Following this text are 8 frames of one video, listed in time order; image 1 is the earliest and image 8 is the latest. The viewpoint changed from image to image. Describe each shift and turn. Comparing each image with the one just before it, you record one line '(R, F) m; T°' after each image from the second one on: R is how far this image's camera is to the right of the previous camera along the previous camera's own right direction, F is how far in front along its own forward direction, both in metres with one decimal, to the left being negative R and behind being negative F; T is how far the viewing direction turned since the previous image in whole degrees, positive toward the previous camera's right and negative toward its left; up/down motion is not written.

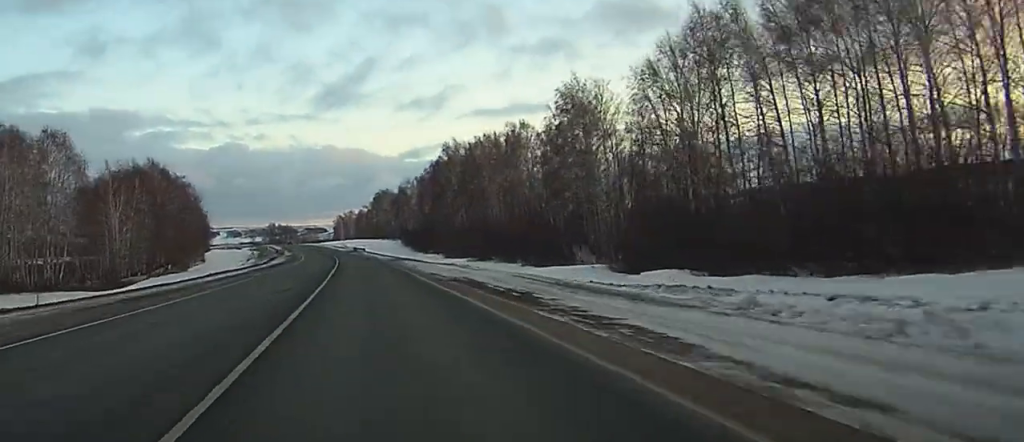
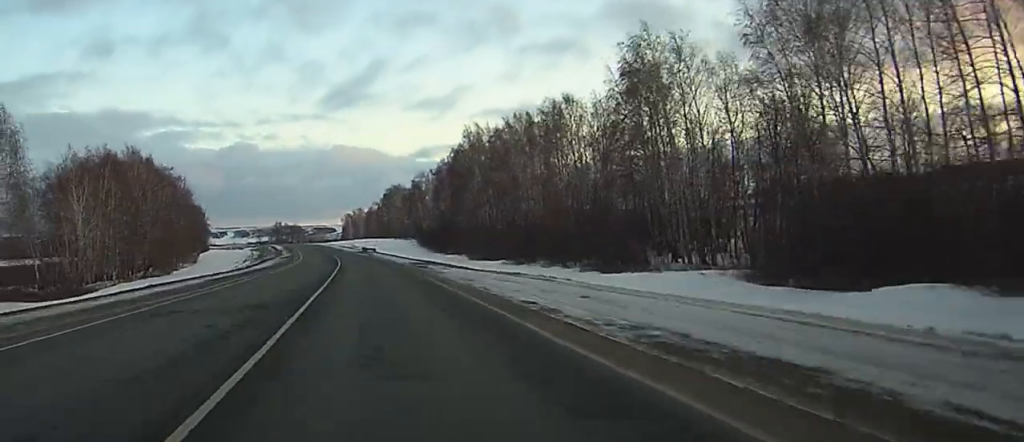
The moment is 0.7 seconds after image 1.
(-0.1, +23.0) m; +2°
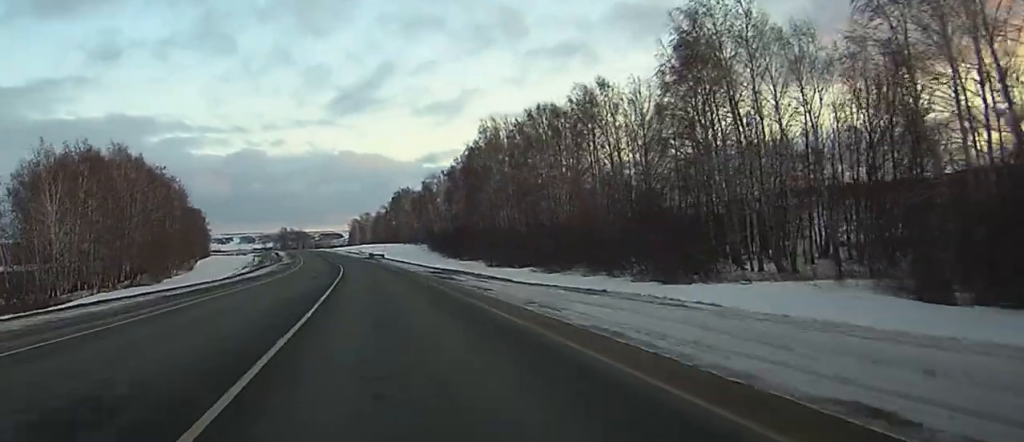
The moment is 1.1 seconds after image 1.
(+0.6, +13.1) m; 0°
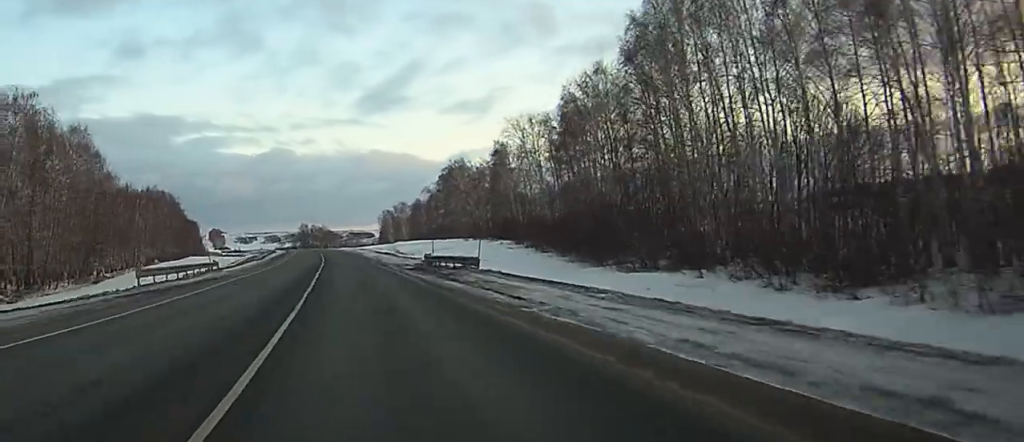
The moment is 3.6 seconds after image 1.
(-0.5, +79.9) m; 0°
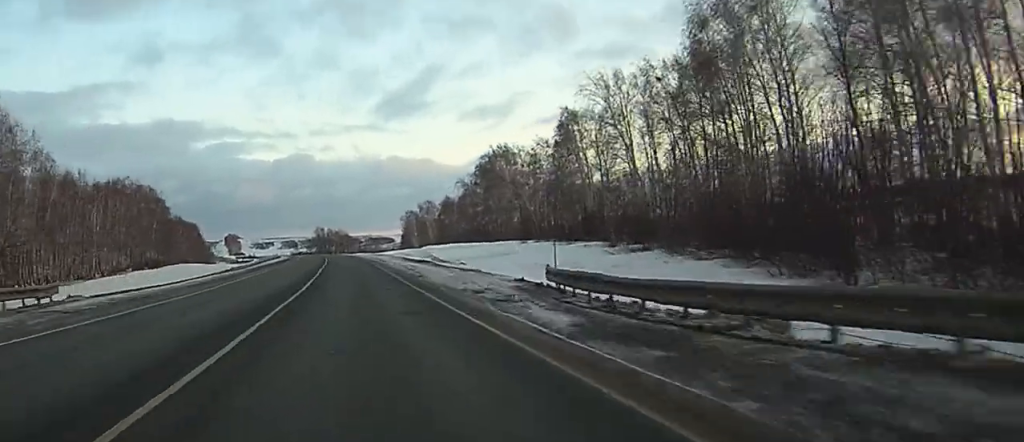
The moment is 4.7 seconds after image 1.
(+0.2, +35.7) m; -2°
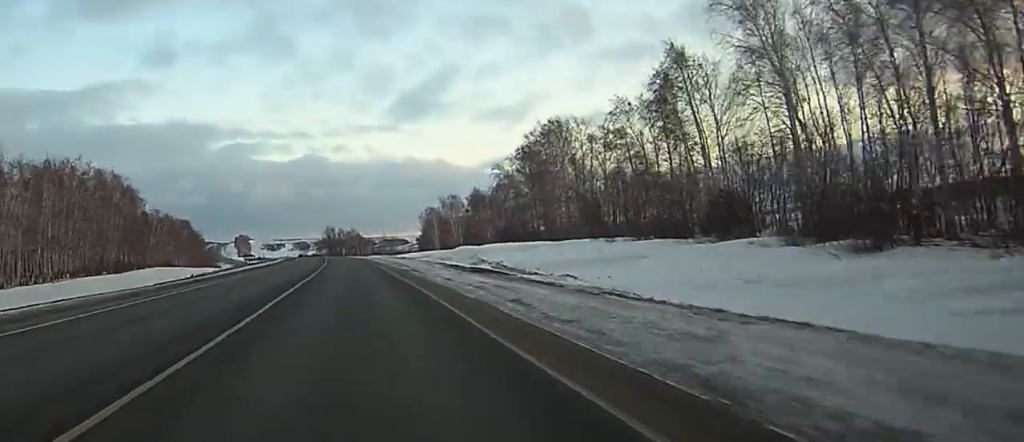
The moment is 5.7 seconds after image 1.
(-1.2, +32.3) m; -2°
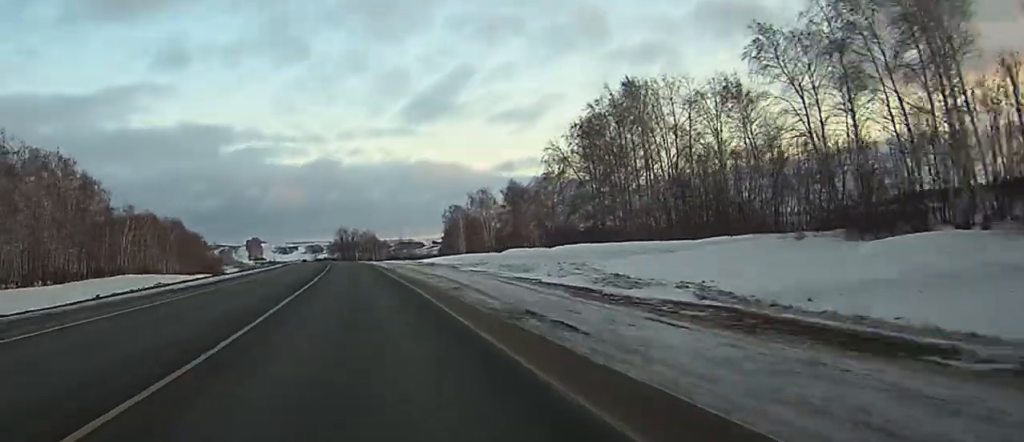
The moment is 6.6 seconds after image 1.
(+0.3, +30.3) m; 0°
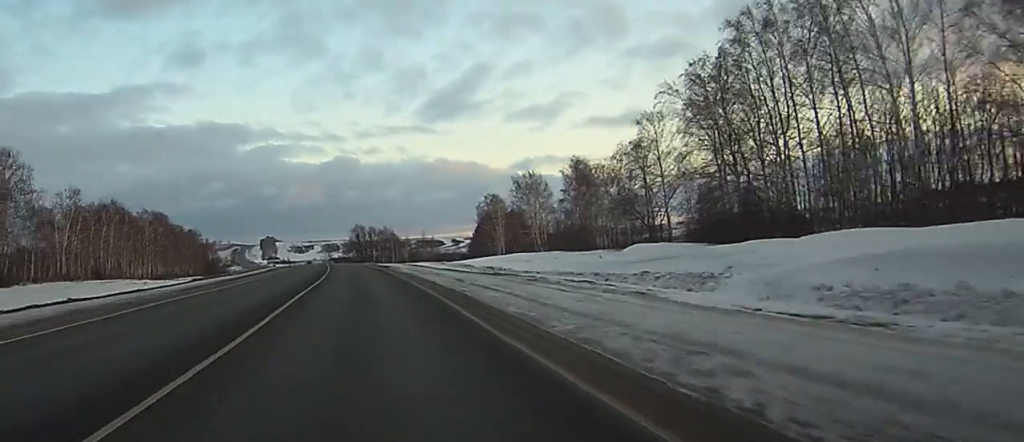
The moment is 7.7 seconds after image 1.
(-0.5, +36.9) m; -1°
